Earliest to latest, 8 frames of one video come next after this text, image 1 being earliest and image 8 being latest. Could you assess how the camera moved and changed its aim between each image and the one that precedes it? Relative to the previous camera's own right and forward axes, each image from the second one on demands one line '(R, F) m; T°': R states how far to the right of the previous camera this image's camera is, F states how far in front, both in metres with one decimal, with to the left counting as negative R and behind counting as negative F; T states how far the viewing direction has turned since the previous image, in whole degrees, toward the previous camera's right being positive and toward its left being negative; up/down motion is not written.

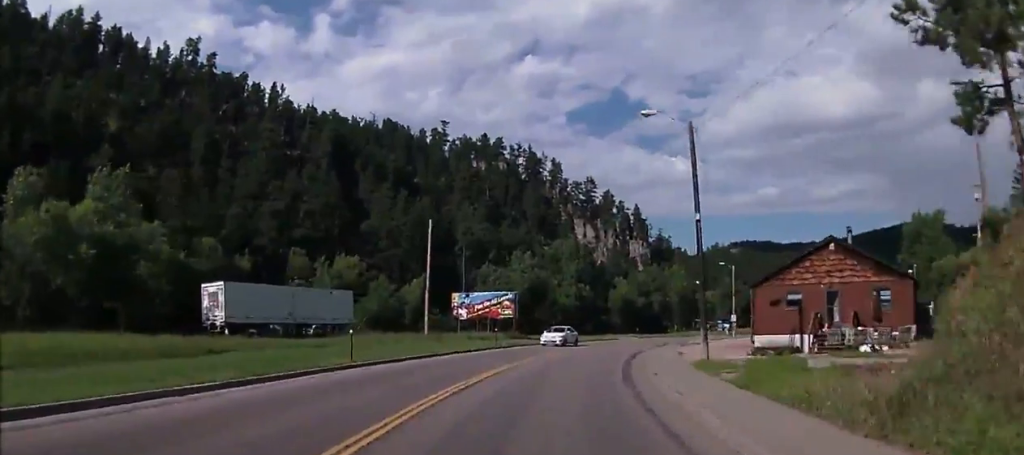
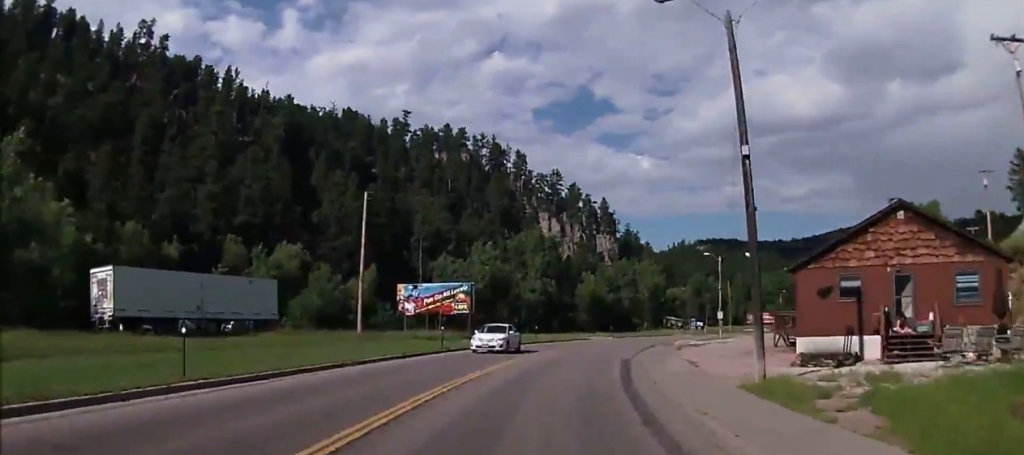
(0.0, +10.2) m; +2°
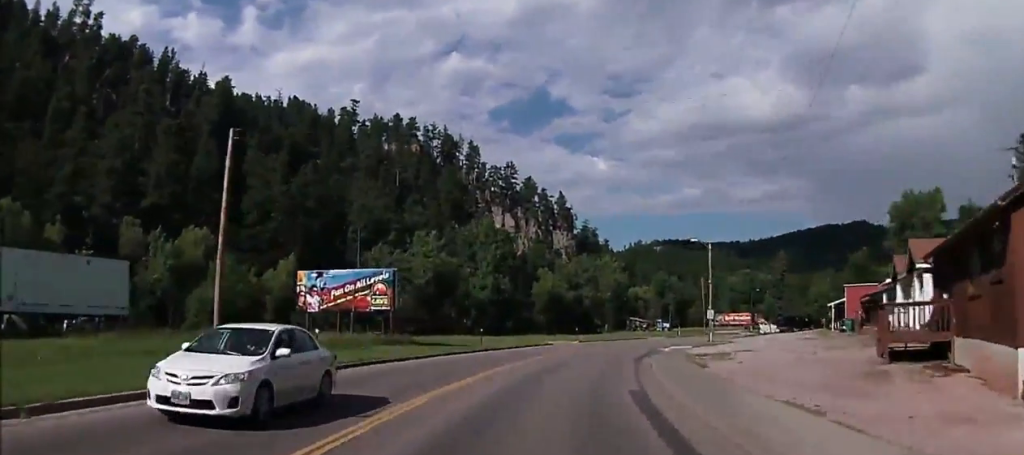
(+0.7, +14.6) m; +5°
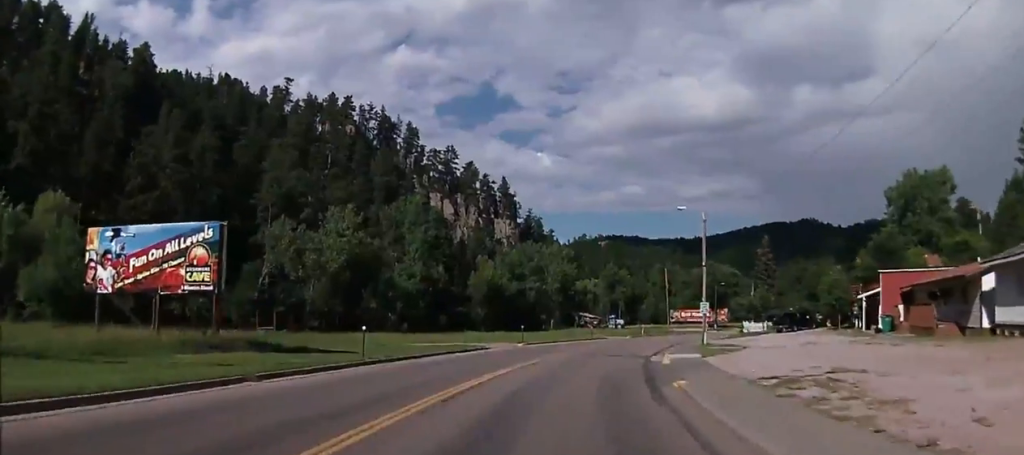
(+0.6, +16.9) m; +7°
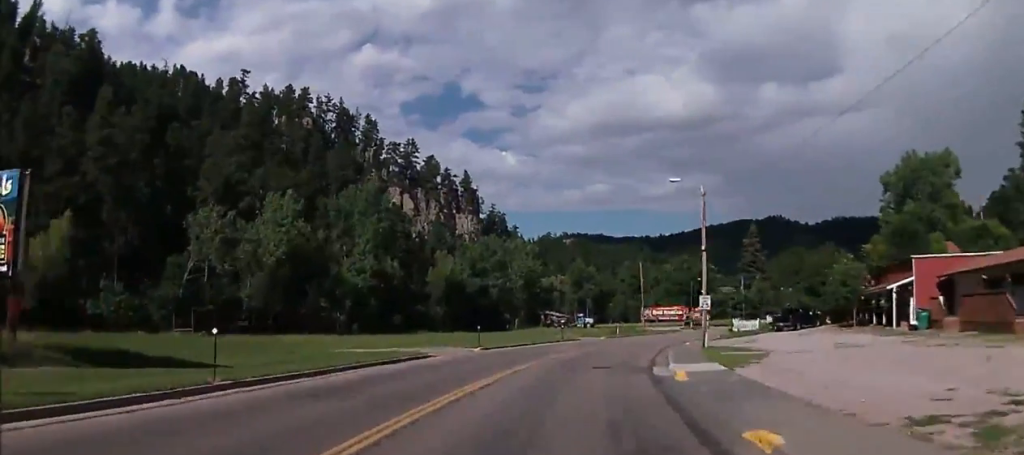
(+0.7, +9.3) m; +4°
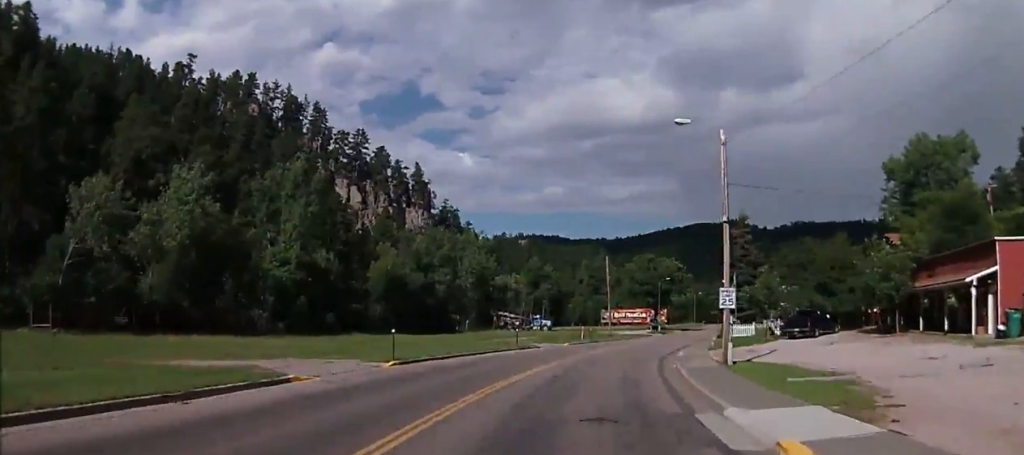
(+0.2, +13.0) m; +2°
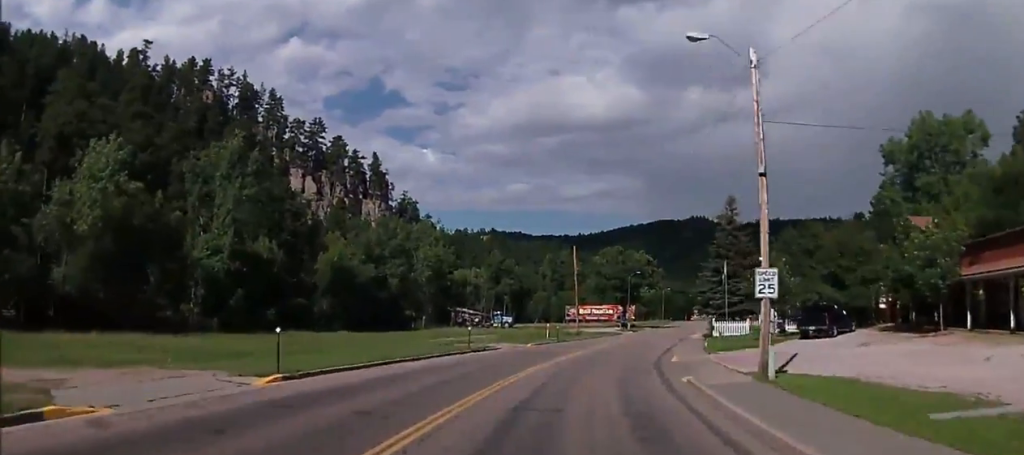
(+0.2, +8.0) m; +2°
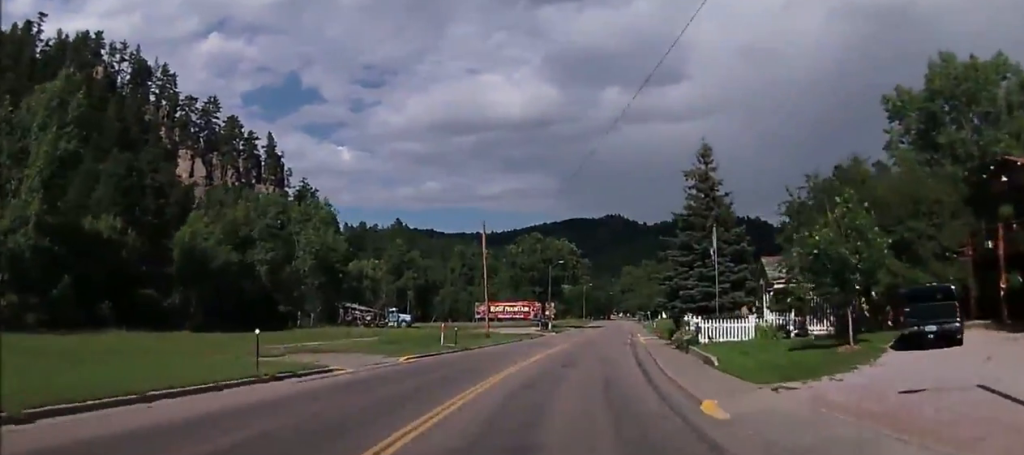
(+1.1, +19.1) m; +9°
